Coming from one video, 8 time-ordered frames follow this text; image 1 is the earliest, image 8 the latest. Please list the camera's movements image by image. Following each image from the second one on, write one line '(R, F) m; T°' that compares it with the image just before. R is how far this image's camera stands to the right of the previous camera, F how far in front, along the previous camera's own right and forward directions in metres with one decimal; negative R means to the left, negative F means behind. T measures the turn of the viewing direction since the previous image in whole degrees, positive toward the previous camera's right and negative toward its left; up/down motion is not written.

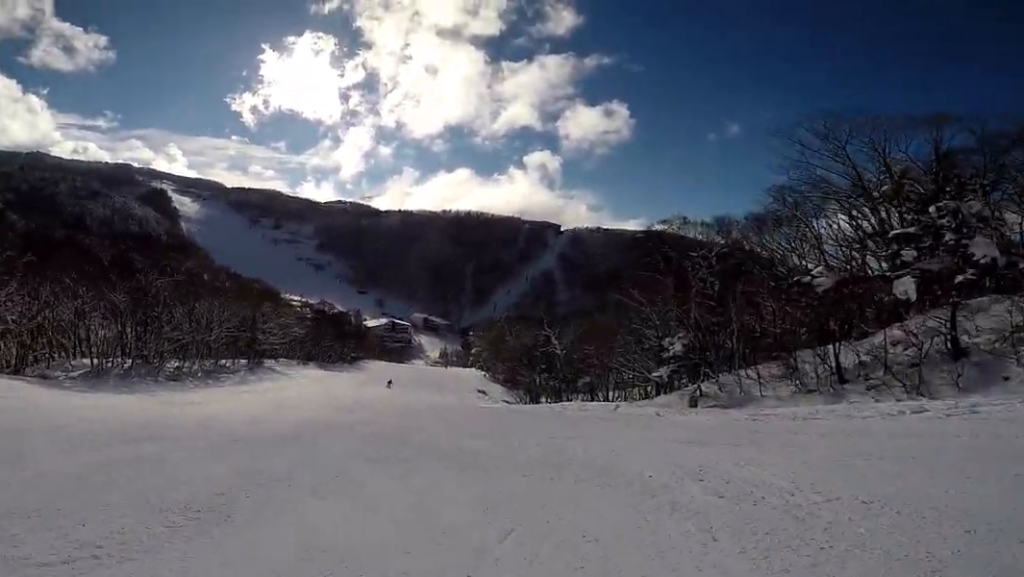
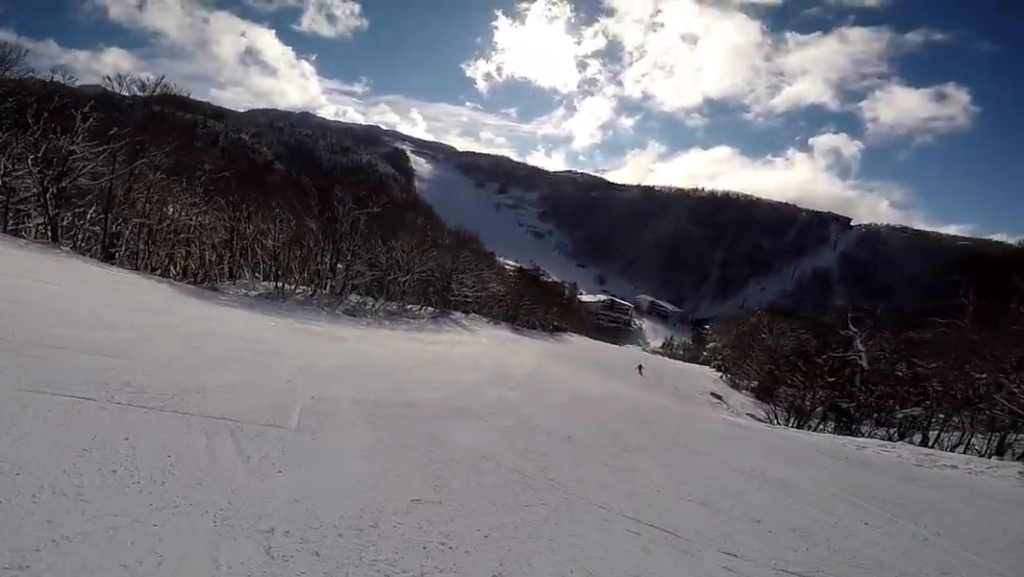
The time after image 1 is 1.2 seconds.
(-1.2, +10.4) m; -20°
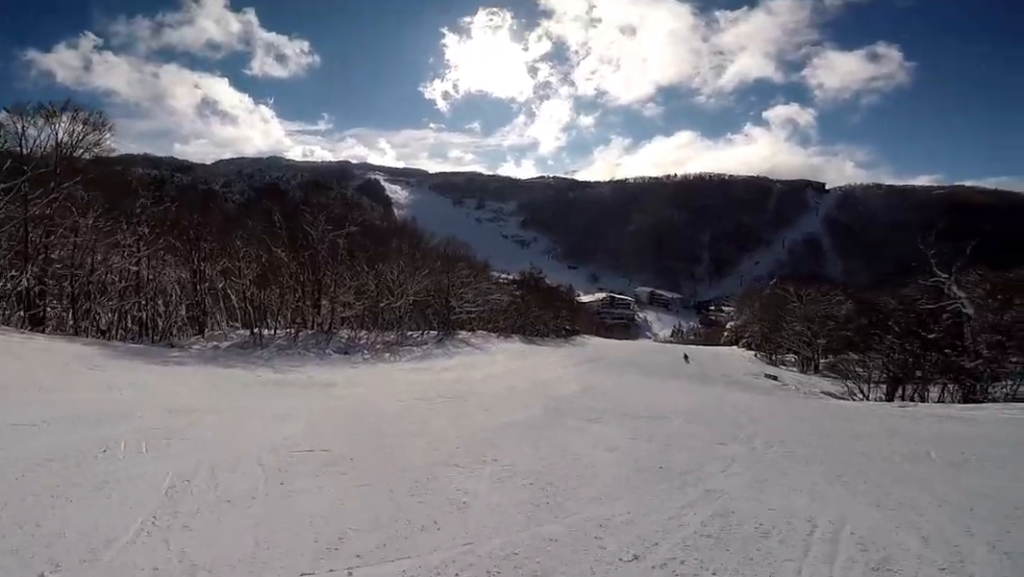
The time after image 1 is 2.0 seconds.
(-1.4, +7.5) m; -5°
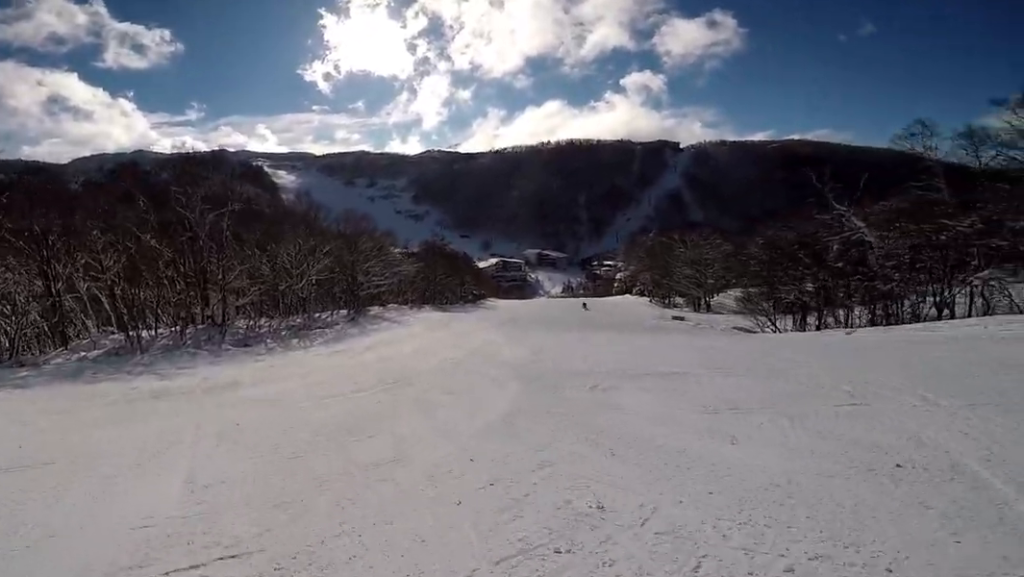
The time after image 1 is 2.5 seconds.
(0.0, +4.2) m; +4°
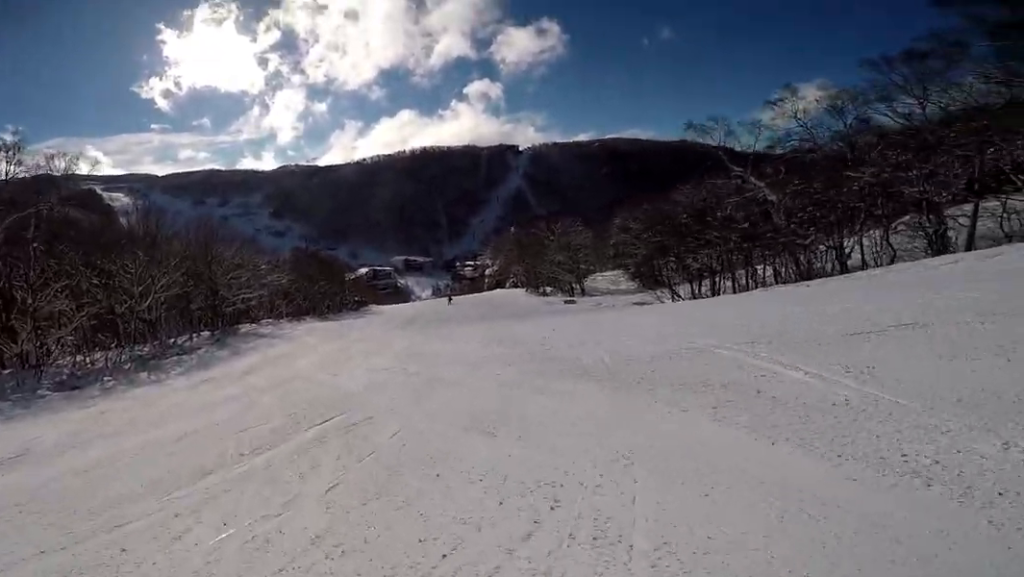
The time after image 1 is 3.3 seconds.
(+0.3, +7.0) m; +14°
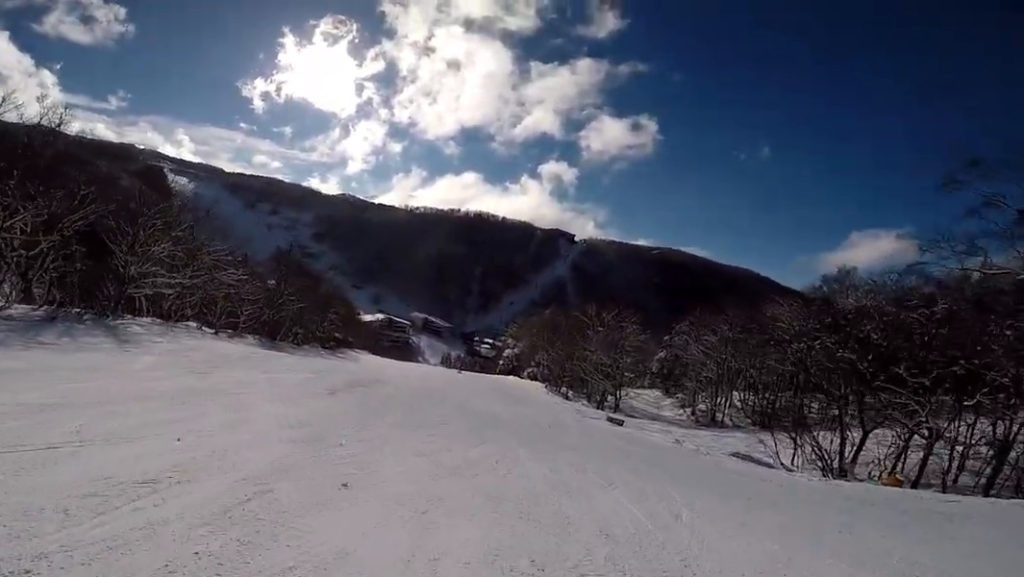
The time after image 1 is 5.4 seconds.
(+4.8, +18.2) m; +12°
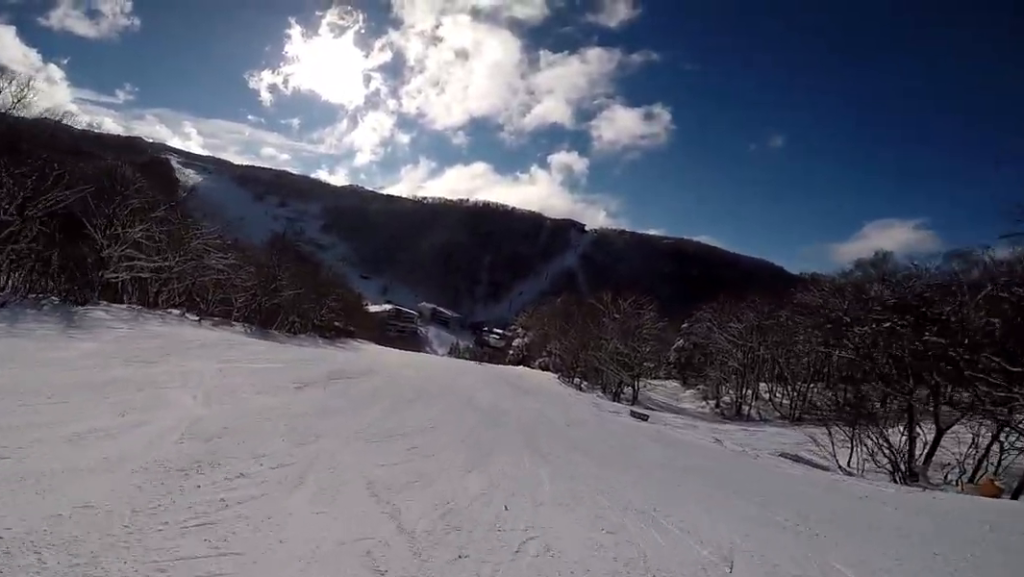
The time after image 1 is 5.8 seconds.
(0.0, +3.5) m; -6°
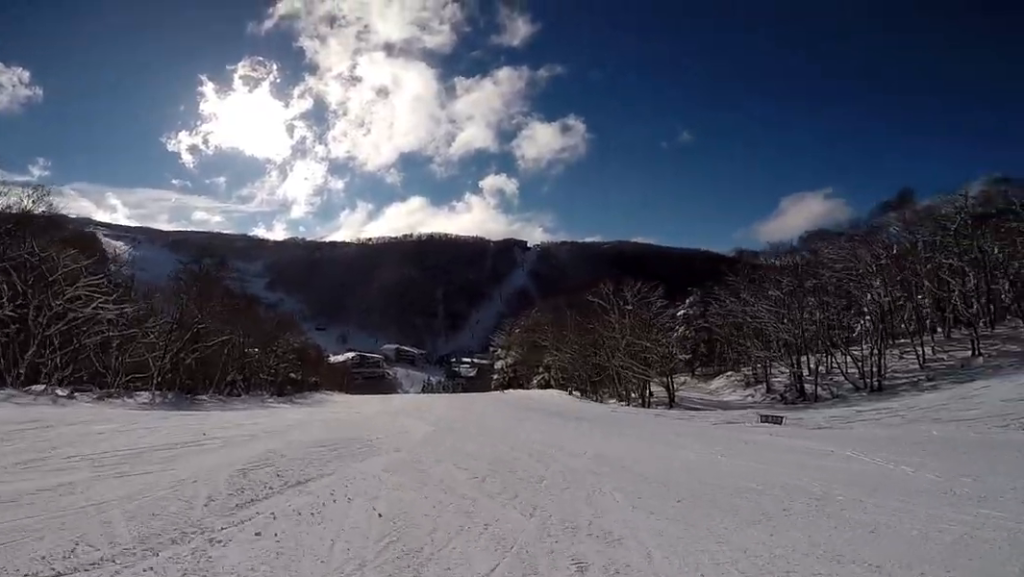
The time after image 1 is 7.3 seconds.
(-2.3, +12.2) m; -6°
